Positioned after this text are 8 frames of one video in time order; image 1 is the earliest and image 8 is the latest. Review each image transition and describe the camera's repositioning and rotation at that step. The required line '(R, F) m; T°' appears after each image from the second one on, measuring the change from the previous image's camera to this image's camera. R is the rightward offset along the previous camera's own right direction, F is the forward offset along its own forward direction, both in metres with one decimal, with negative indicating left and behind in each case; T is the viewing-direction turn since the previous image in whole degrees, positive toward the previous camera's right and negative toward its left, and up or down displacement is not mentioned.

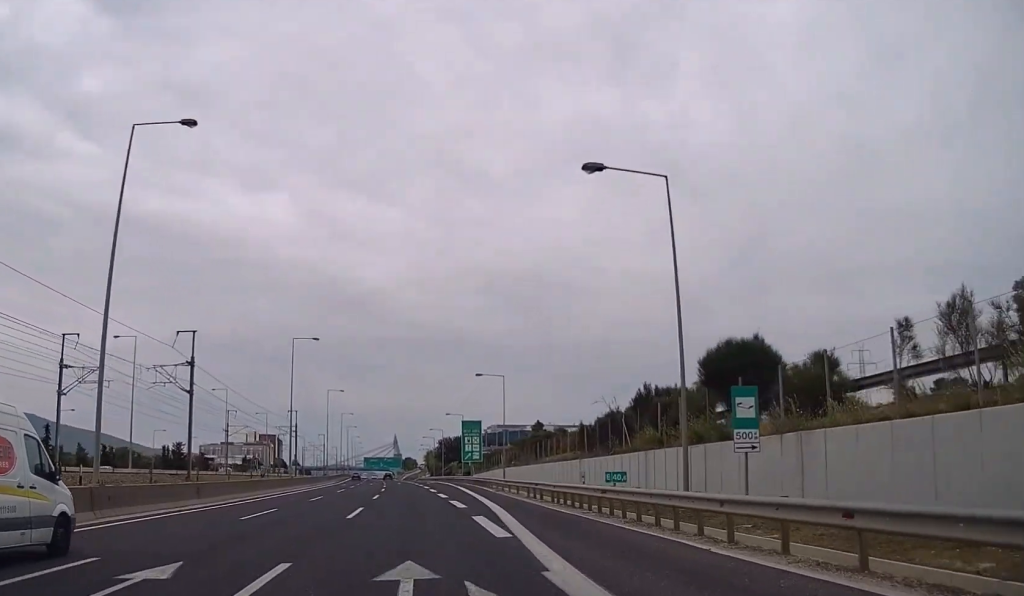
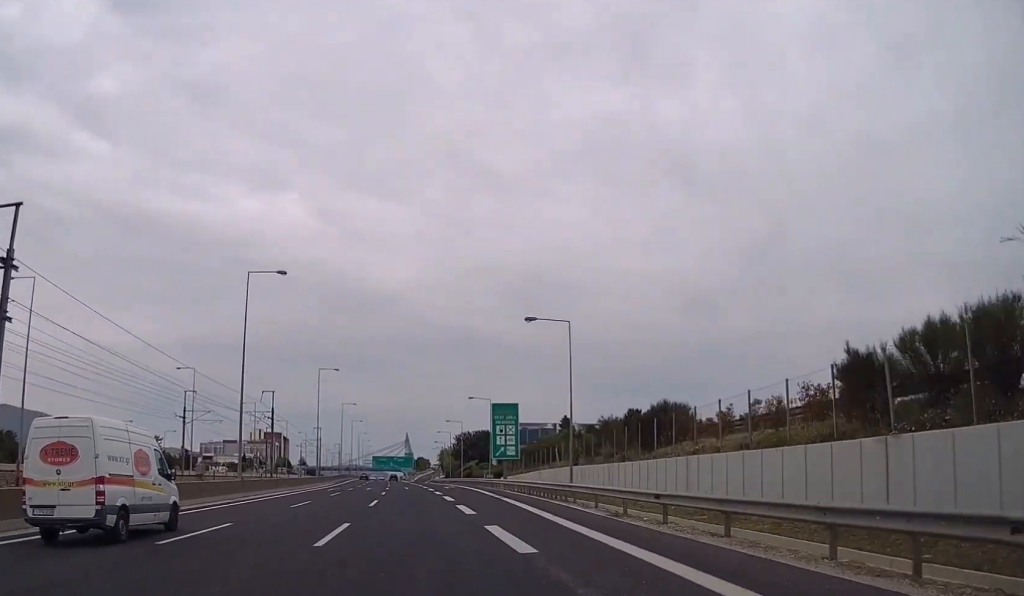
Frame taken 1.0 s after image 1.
(-0.2, +26.0) m; -1°
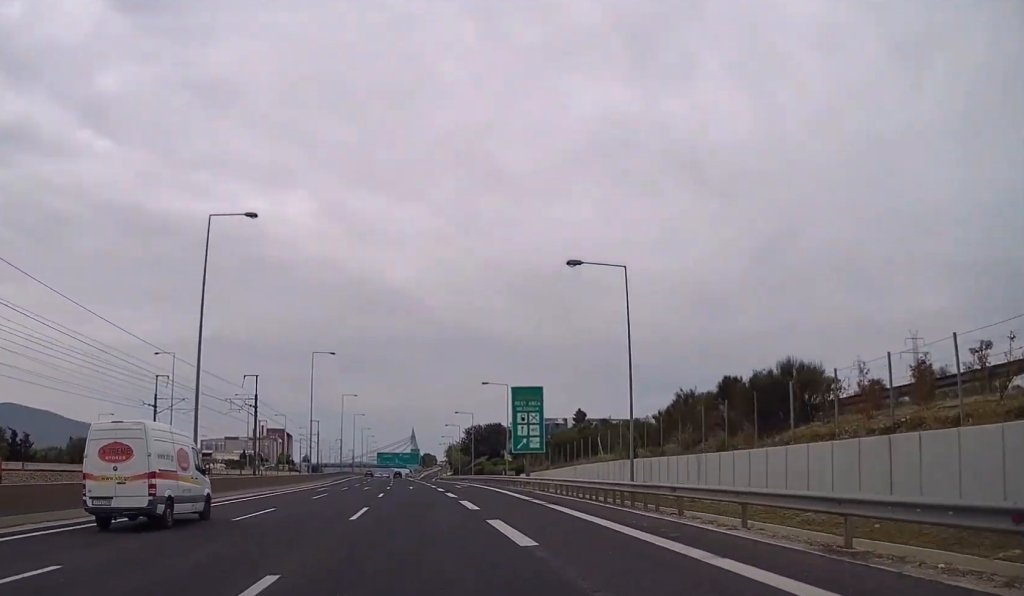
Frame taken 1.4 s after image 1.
(0.0, +11.7) m; 0°
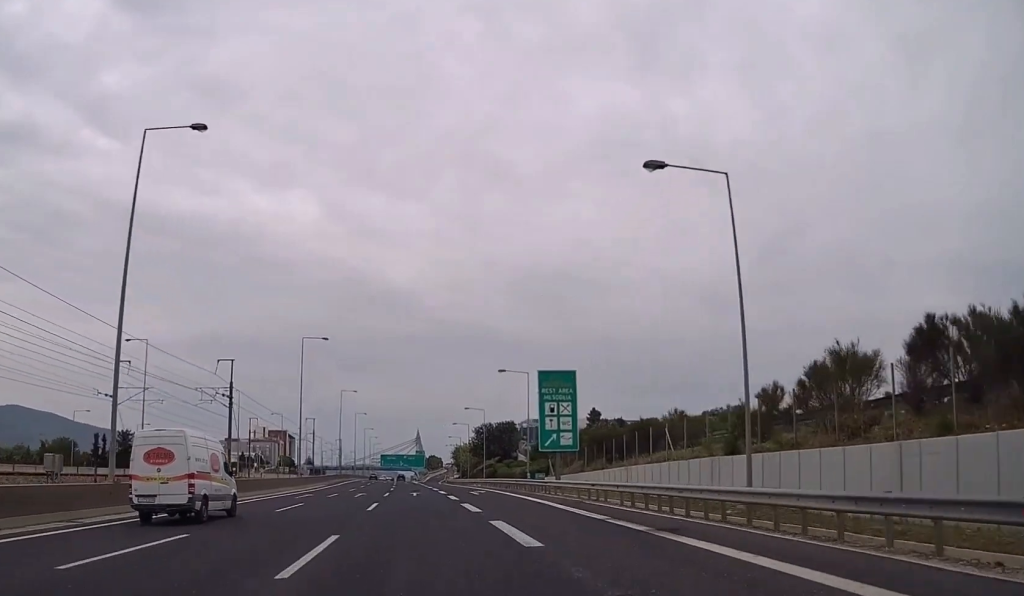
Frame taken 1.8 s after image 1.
(0.0, +11.6) m; 0°
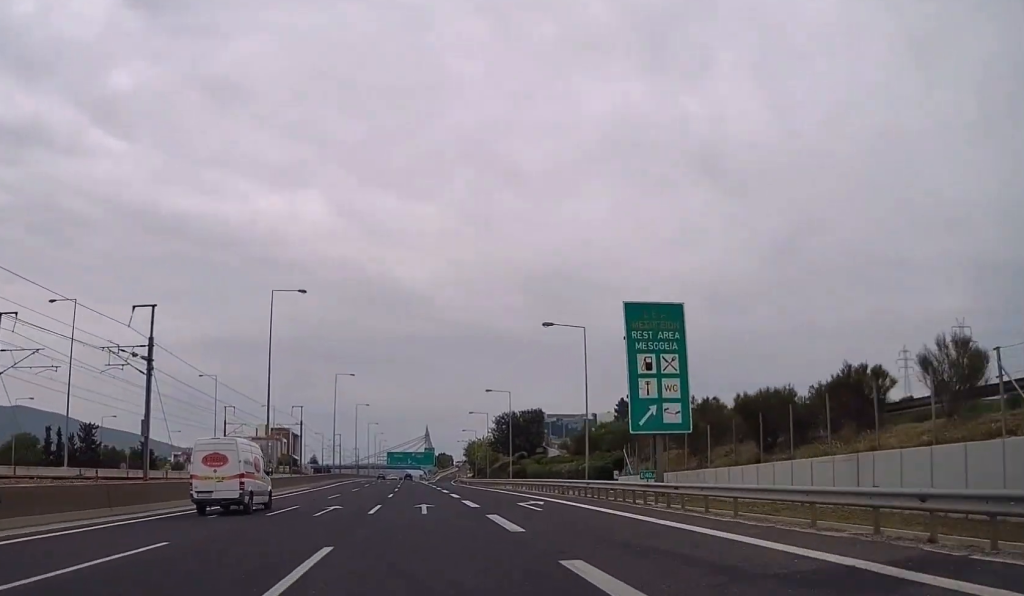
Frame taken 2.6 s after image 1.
(-0.1, +20.6) m; -1°
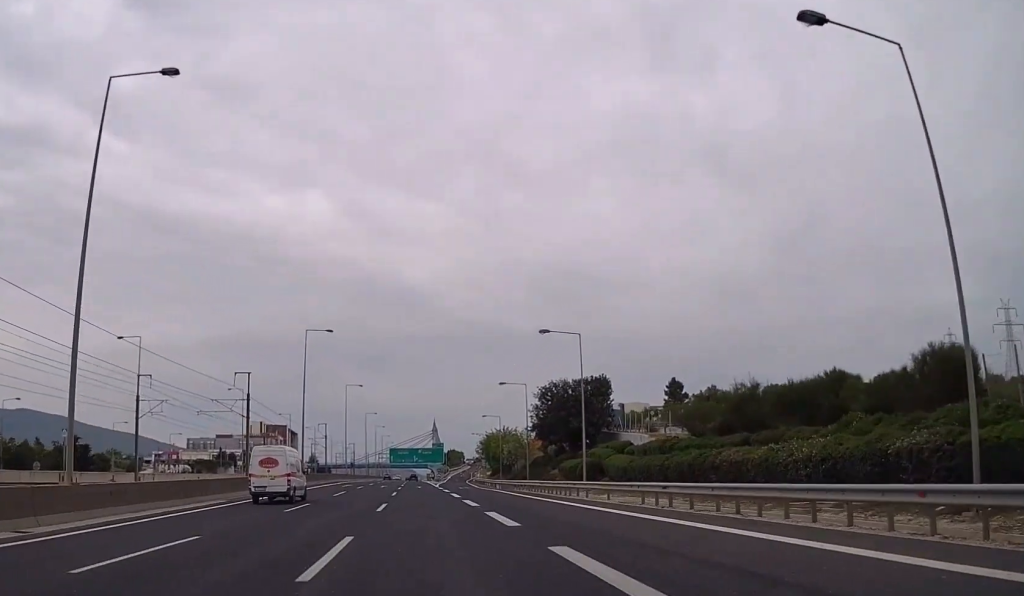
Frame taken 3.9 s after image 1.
(-0.5, +34.1) m; -1°
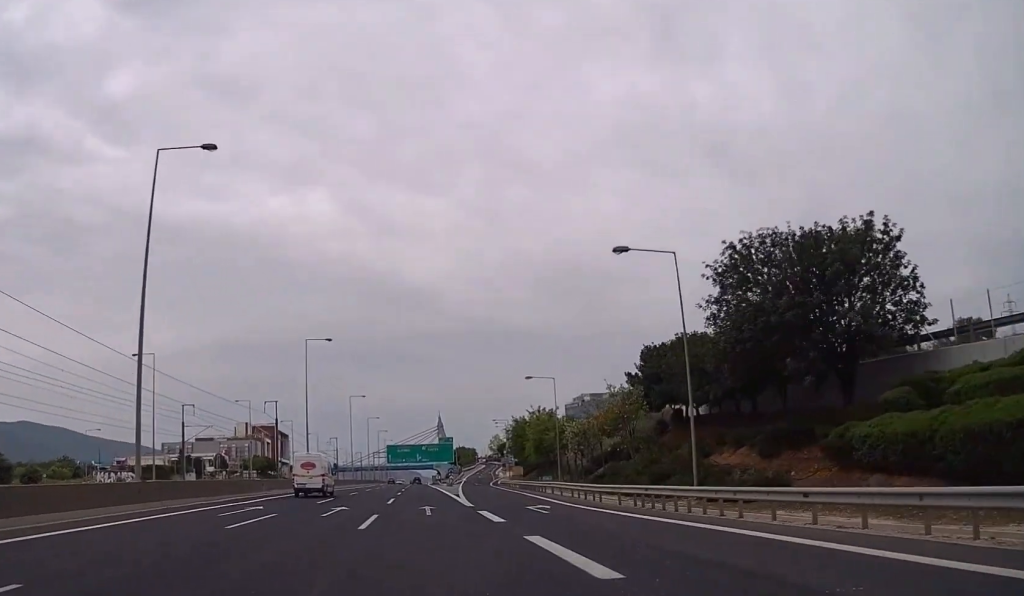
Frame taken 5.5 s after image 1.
(-0.1, +44.9) m; 0°
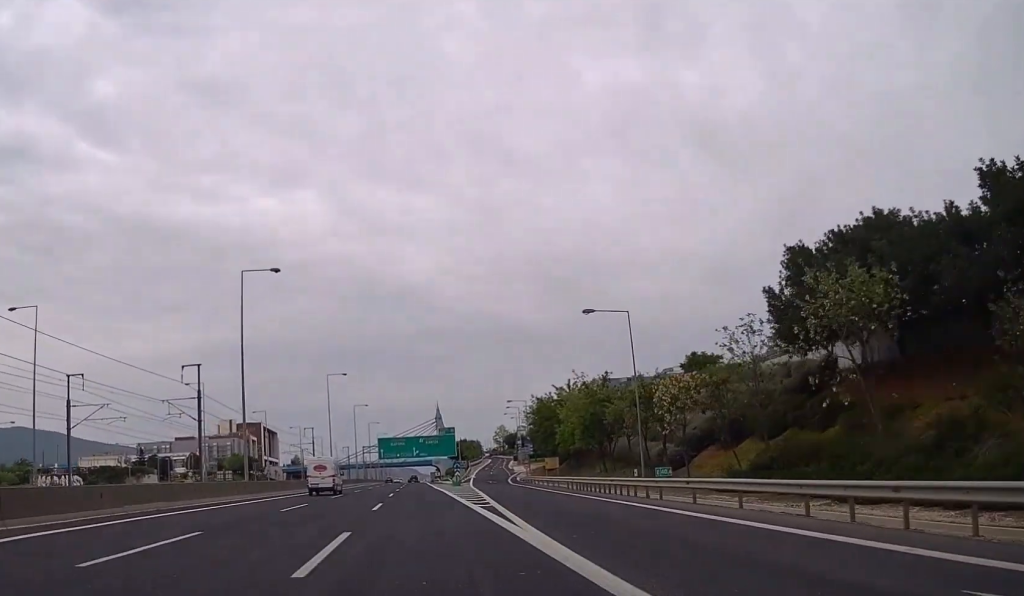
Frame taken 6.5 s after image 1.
(+0.1, +26.9) m; 0°
